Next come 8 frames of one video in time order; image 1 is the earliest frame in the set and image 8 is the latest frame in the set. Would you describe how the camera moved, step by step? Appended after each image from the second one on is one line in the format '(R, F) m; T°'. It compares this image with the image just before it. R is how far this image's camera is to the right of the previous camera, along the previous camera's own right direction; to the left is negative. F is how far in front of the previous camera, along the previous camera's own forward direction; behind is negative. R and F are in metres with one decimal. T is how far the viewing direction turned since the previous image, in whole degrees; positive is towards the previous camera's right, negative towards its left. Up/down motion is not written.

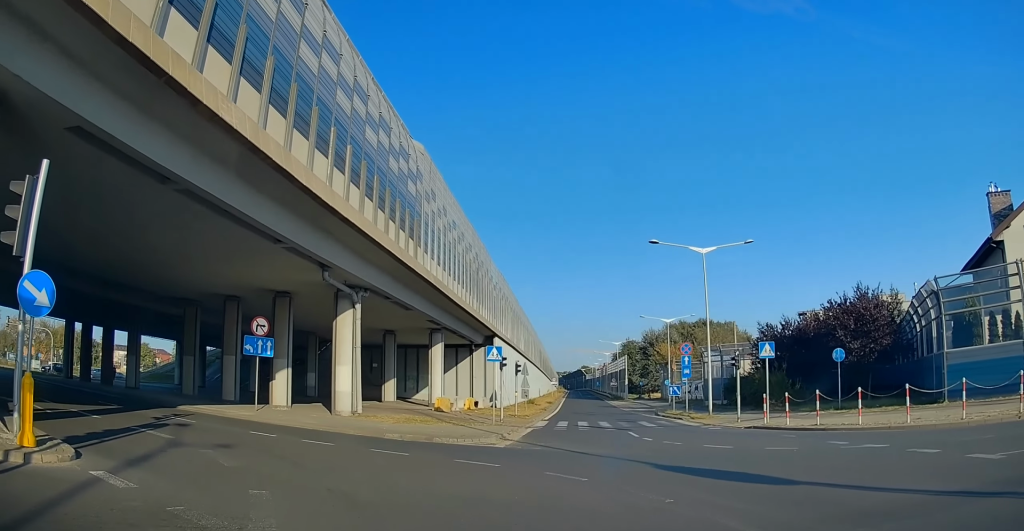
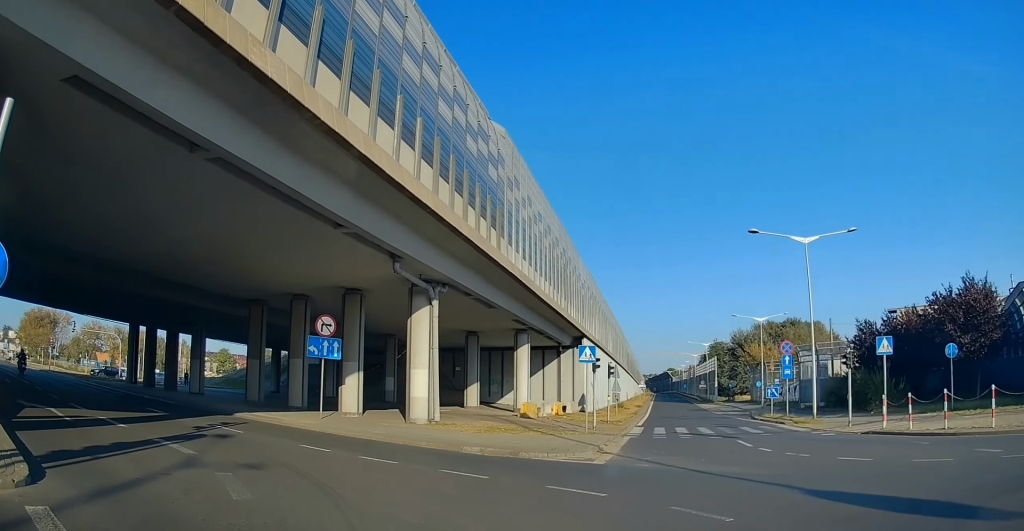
(-0.2, +2.8) m; -4°
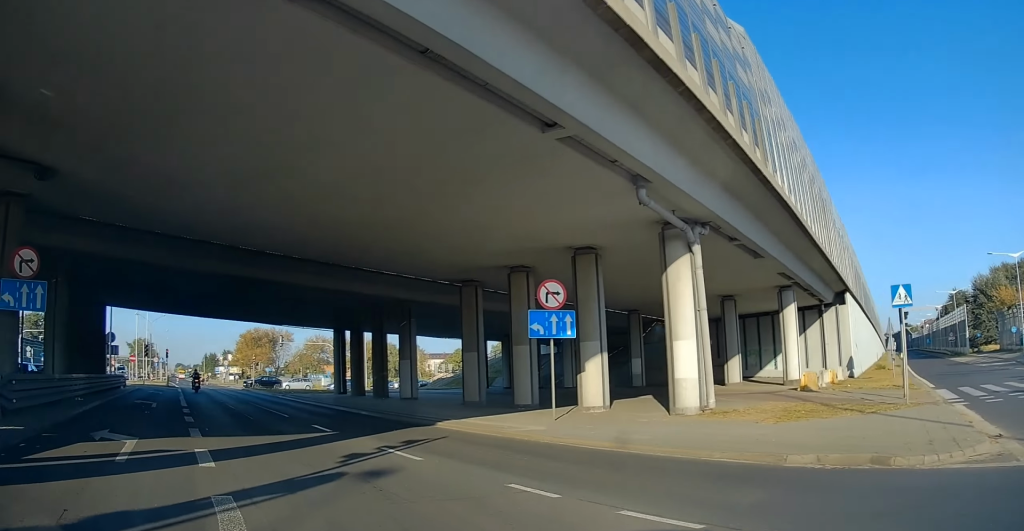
(-0.6, +6.8) m; -12°
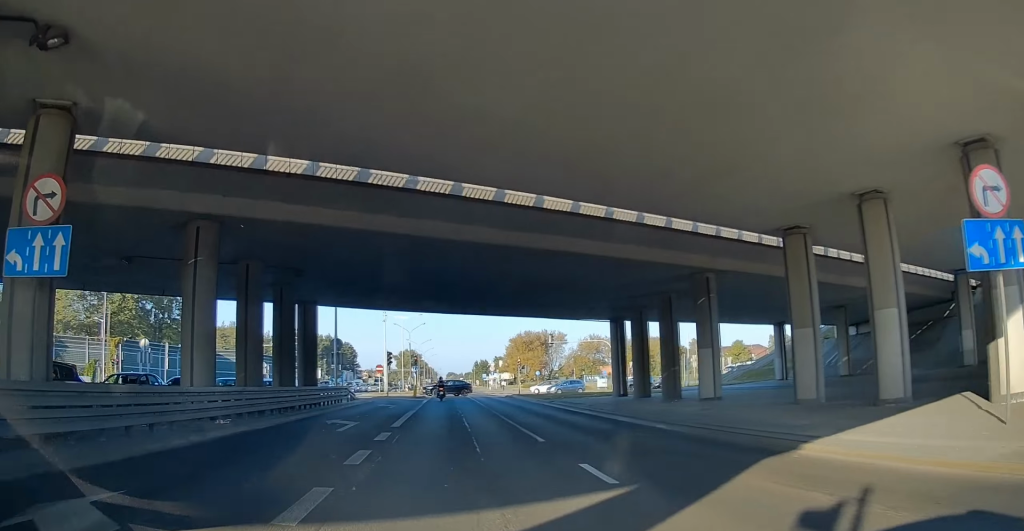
(-1.2, +8.0) m; -17°
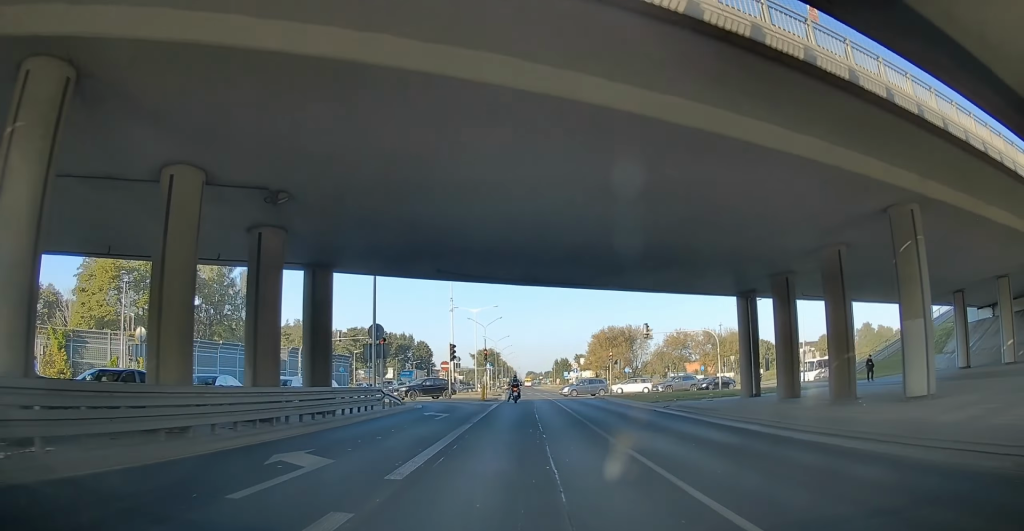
(-1.1, +8.8) m; -13°
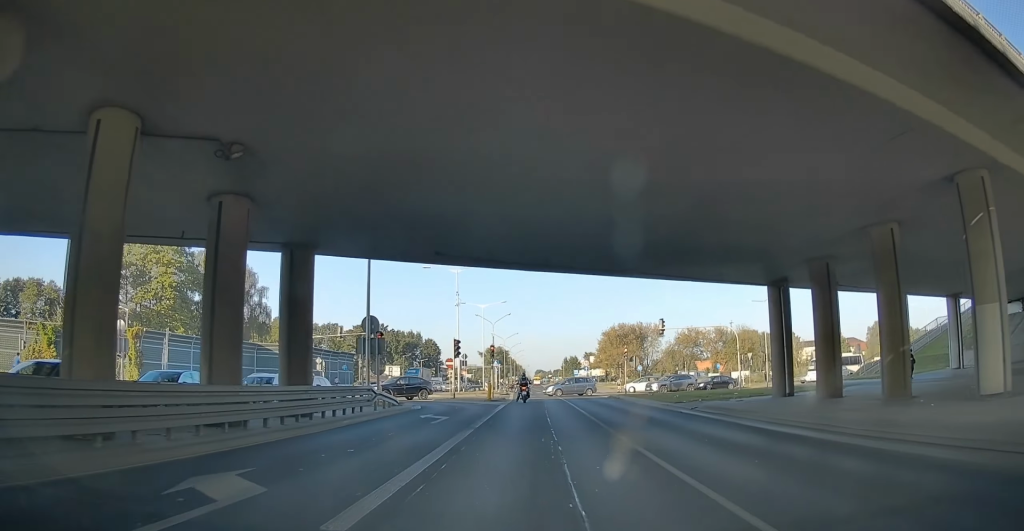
(-0.1, +2.7) m; -4°
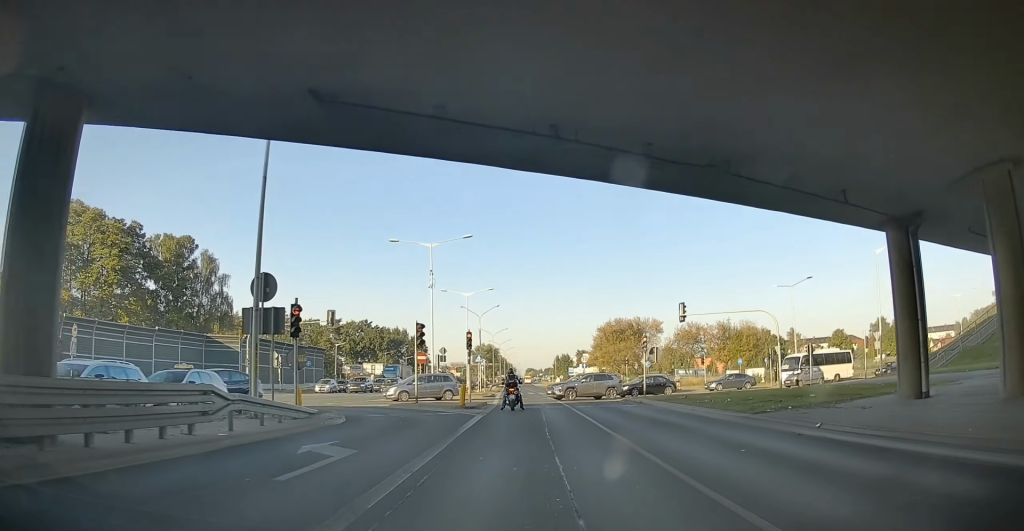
(-1.0, +10.7) m; -6°
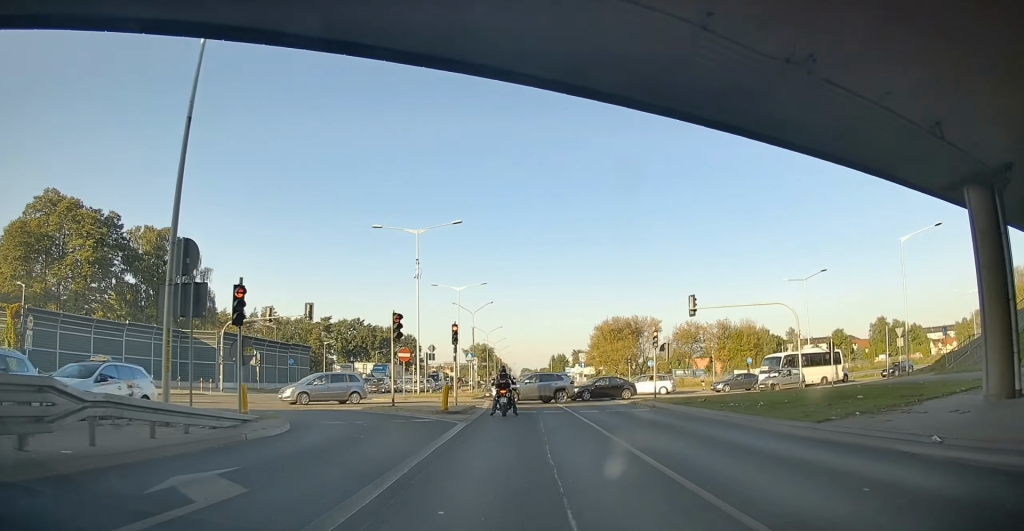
(+0.1, +4.4) m; +2°
